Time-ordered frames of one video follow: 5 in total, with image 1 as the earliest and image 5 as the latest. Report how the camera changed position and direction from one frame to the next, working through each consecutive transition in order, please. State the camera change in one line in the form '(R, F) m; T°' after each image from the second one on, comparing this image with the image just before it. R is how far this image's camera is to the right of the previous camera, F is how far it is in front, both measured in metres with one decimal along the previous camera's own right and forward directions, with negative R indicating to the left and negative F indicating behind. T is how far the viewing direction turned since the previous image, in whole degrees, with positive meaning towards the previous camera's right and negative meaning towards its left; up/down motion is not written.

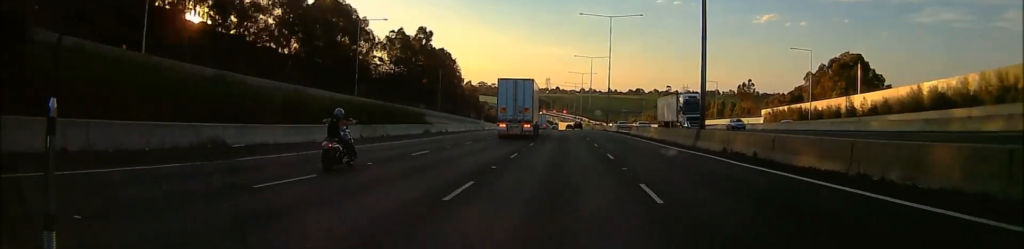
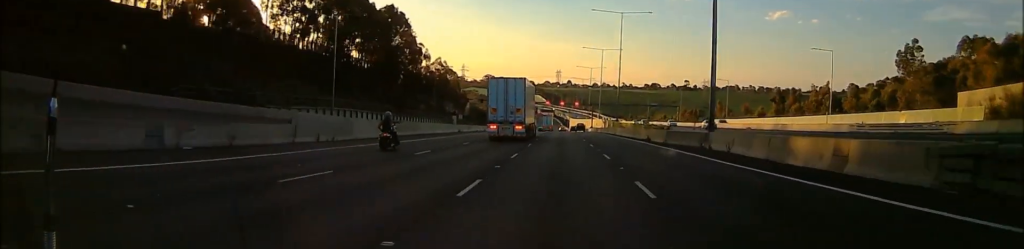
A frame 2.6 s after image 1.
(-1.1, +70.8) m; -3°
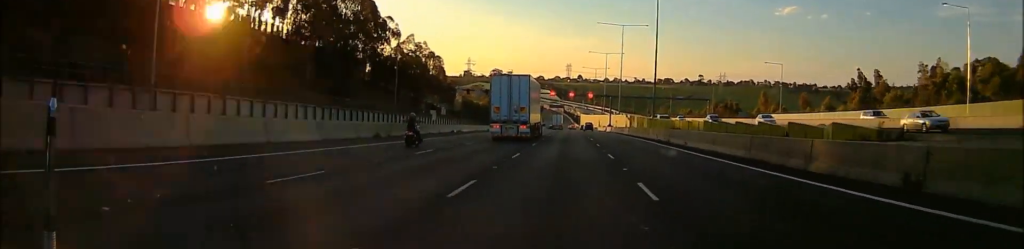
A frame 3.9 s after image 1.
(0.0, +35.7) m; 0°
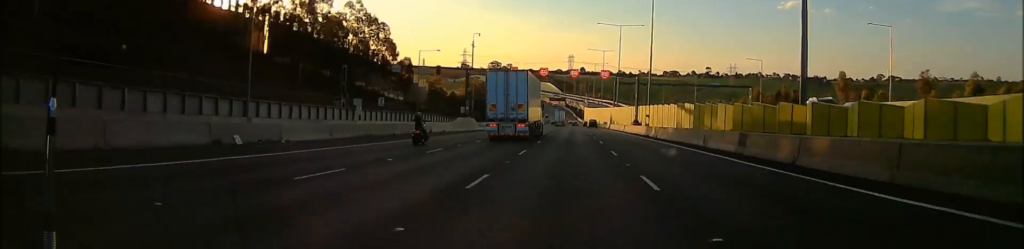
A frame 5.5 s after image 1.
(-0.1, +46.6) m; -1°
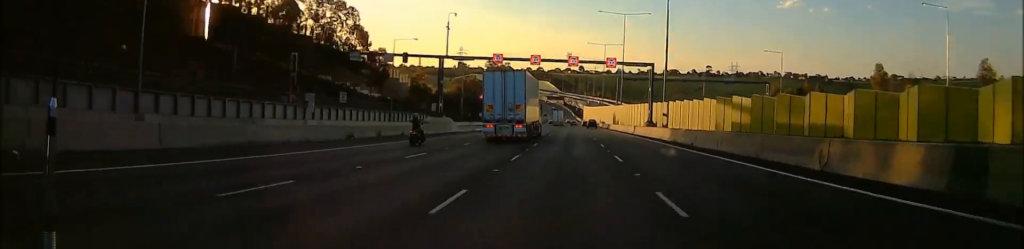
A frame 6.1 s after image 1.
(-0.1, +15.0) m; -1°
